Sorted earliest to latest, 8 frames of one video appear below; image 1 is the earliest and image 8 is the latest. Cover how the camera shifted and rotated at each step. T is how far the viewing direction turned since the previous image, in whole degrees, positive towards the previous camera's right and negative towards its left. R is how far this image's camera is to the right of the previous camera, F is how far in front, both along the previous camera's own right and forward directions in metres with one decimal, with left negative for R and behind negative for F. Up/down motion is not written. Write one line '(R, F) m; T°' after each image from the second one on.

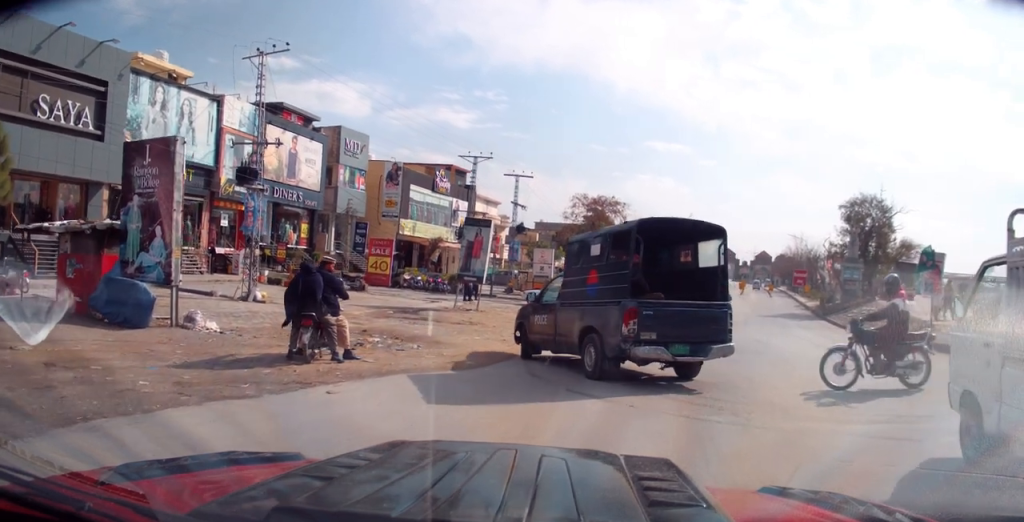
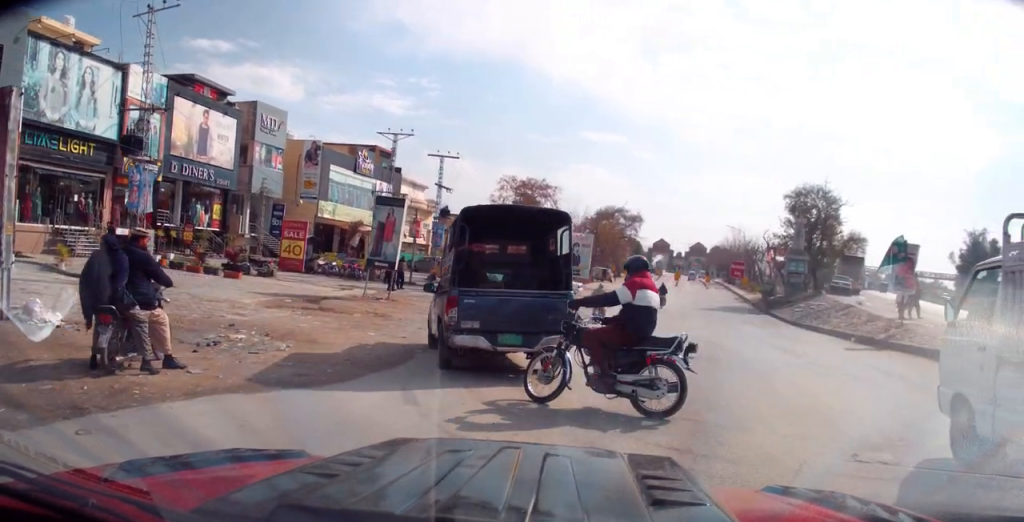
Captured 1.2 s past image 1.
(+0.2, +3.0) m; +2°
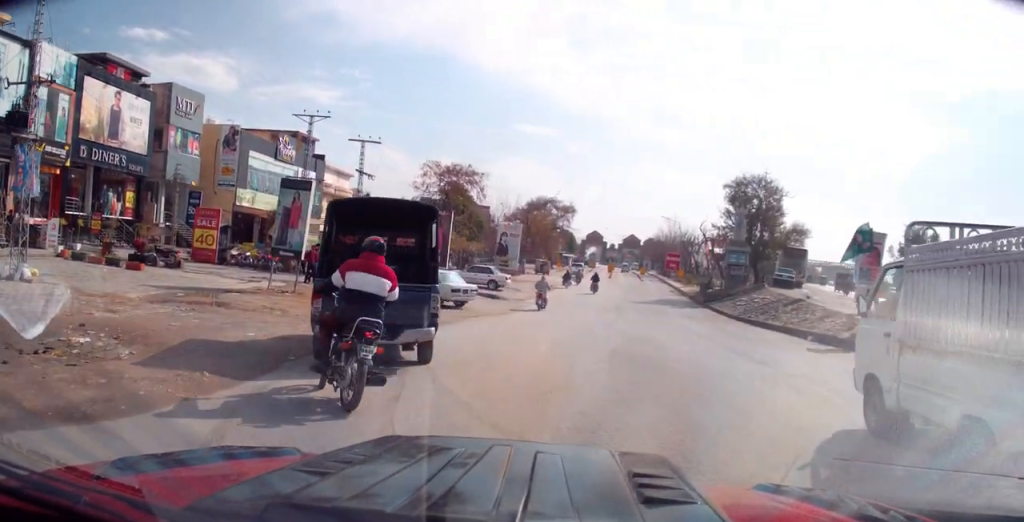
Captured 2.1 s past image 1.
(-0.2, +2.3) m; +16°
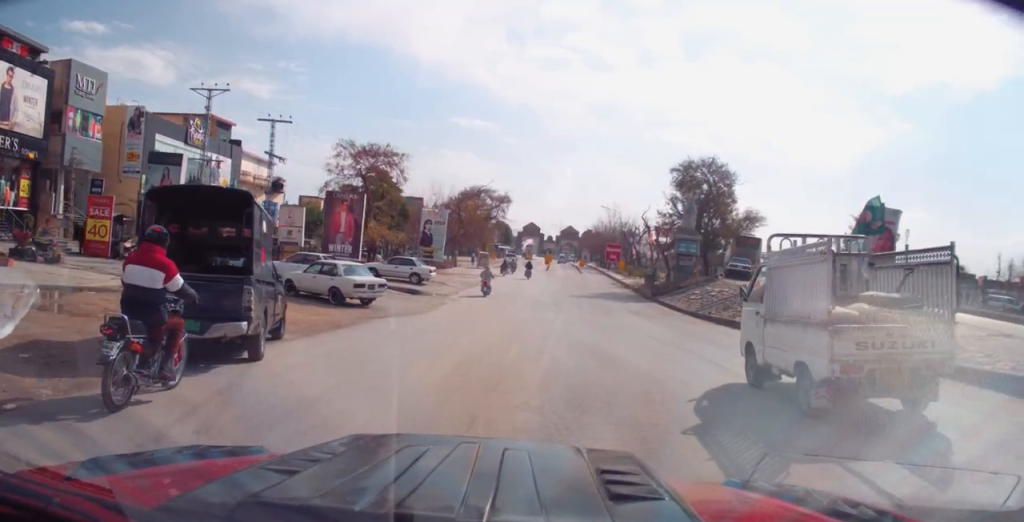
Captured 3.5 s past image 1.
(+0.7, +3.4) m; +3°
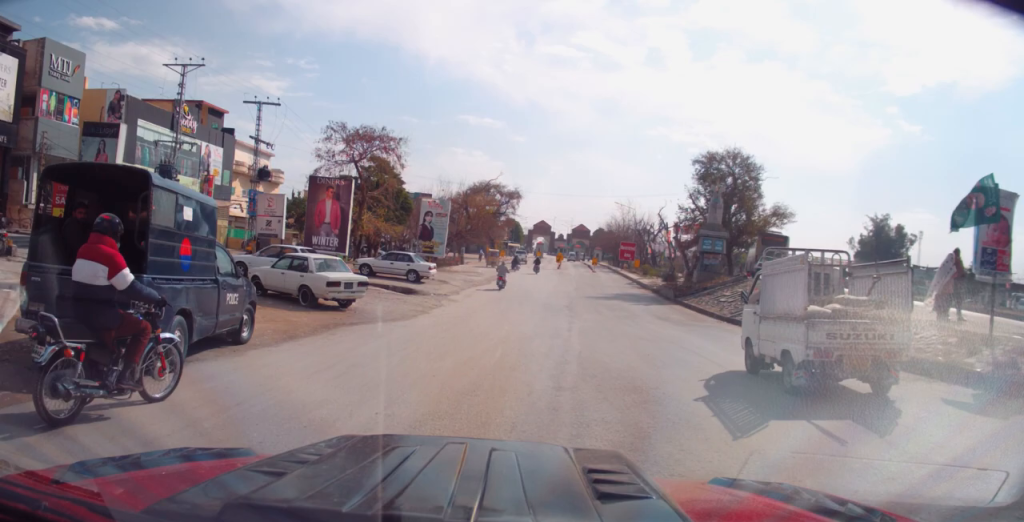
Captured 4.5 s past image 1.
(-0.2, +2.9) m; -3°
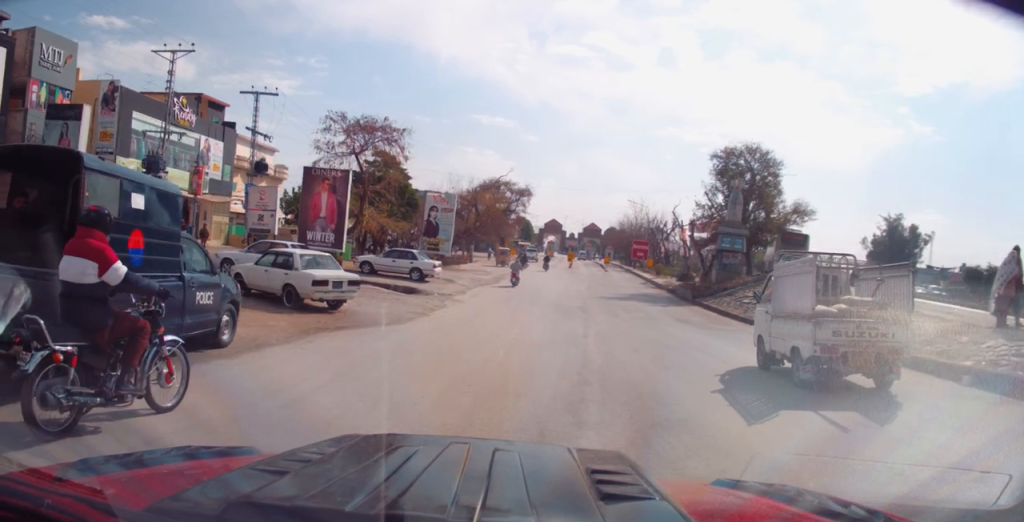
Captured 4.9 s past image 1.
(+0.2, +1.5) m; 0°
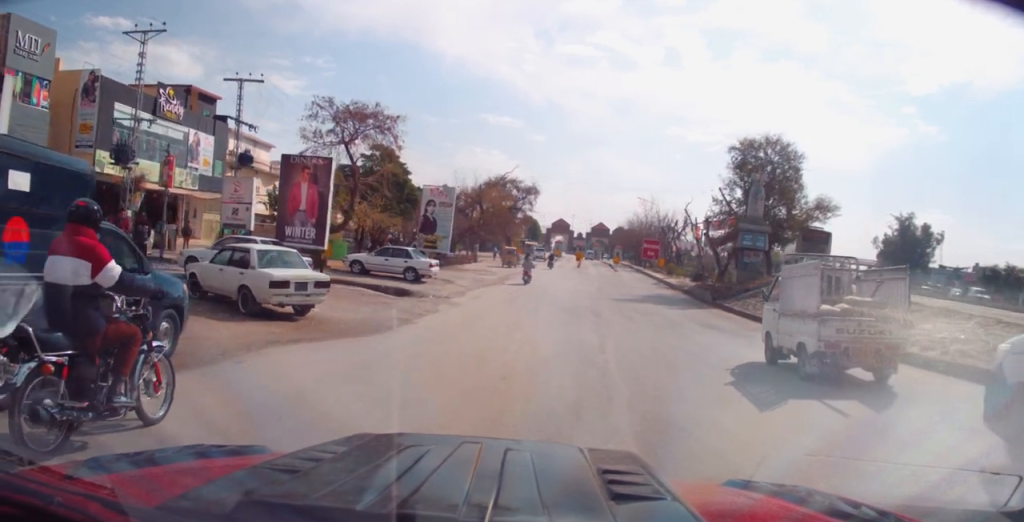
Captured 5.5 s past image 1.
(-0.1, +2.2) m; -2°
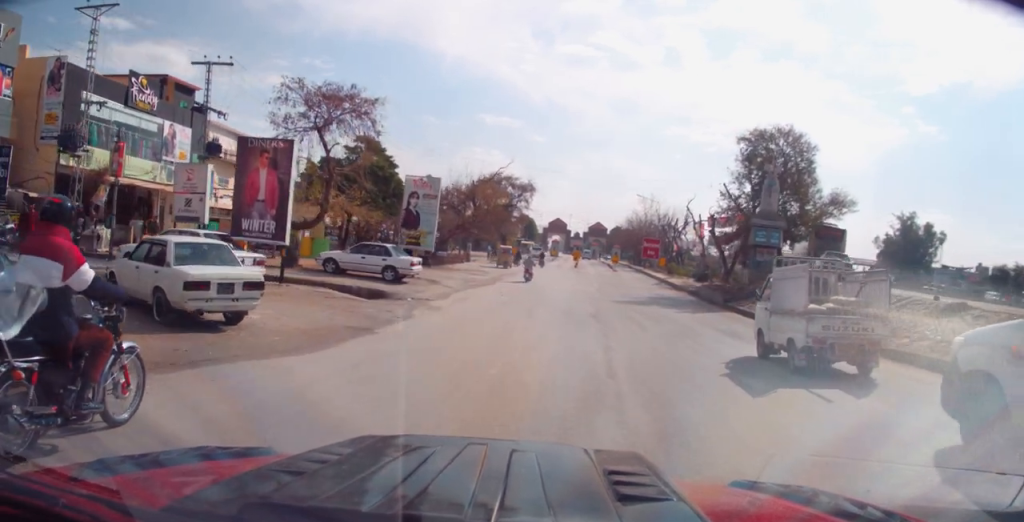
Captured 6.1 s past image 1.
(-0.1, +2.5) m; -2°
